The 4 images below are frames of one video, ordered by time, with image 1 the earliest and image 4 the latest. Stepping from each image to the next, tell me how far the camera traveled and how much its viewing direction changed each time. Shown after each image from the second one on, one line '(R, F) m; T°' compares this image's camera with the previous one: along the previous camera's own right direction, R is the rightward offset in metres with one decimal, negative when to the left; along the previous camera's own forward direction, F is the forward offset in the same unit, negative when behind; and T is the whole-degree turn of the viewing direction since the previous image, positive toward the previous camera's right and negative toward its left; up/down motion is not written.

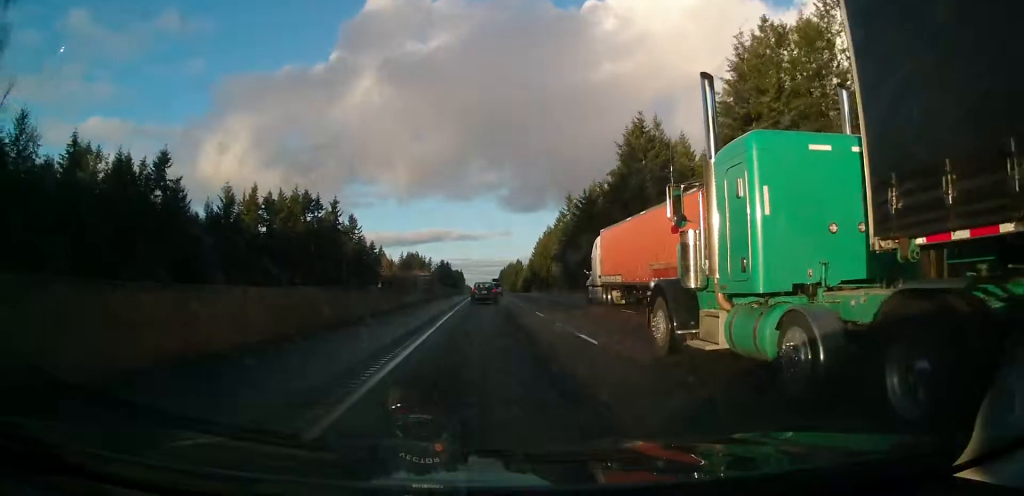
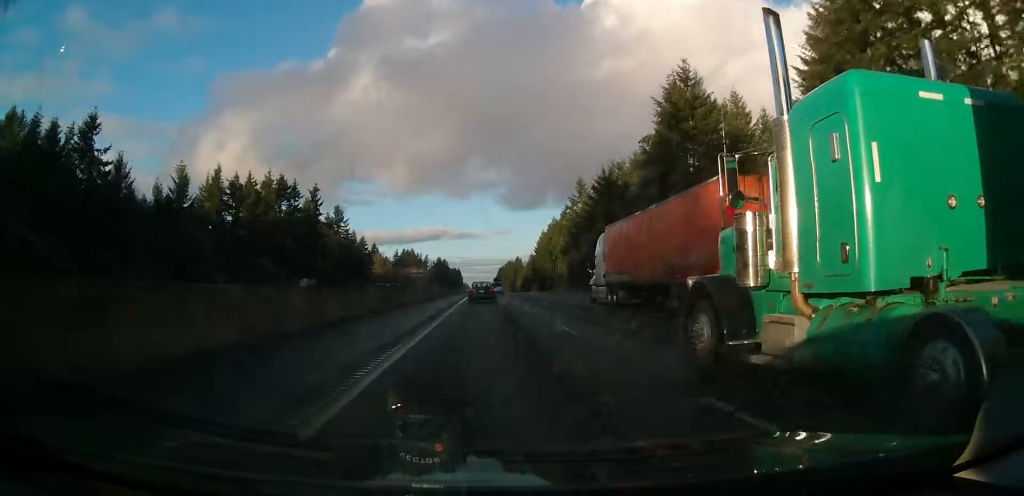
(-0.1, +21.6) m; 0°
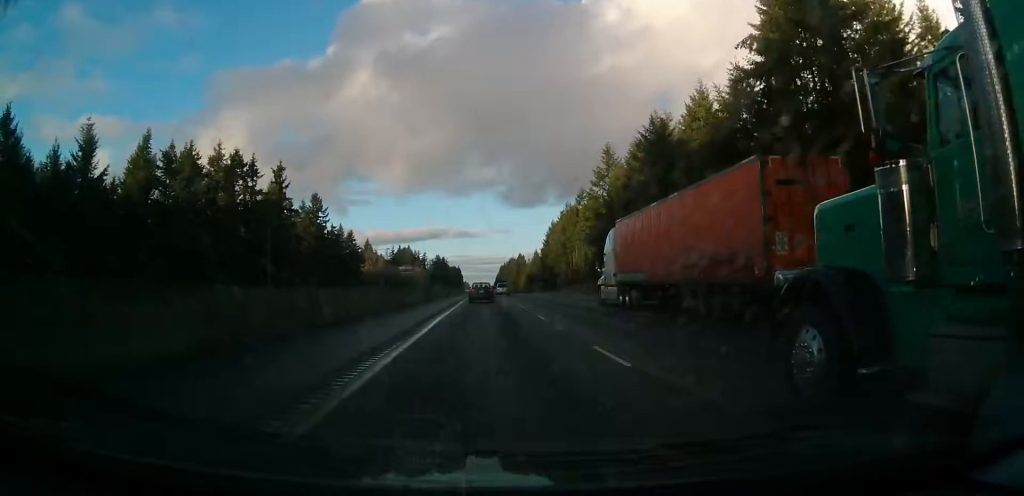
(0.0, +31.2) m; 0°
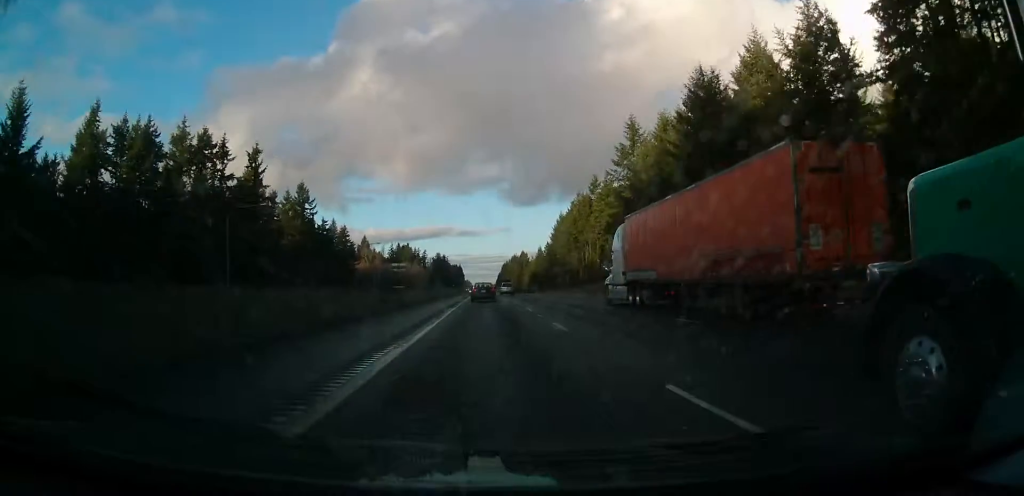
(0.0, +17.2) m; 0°
